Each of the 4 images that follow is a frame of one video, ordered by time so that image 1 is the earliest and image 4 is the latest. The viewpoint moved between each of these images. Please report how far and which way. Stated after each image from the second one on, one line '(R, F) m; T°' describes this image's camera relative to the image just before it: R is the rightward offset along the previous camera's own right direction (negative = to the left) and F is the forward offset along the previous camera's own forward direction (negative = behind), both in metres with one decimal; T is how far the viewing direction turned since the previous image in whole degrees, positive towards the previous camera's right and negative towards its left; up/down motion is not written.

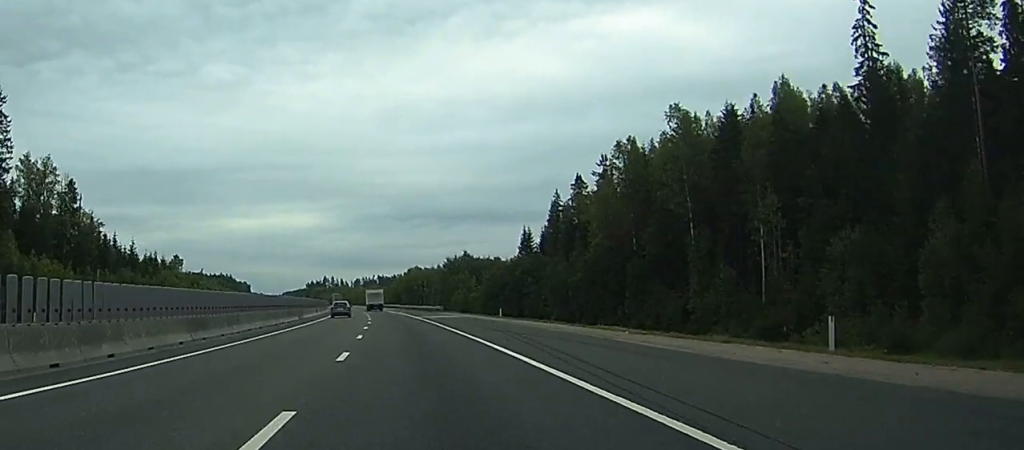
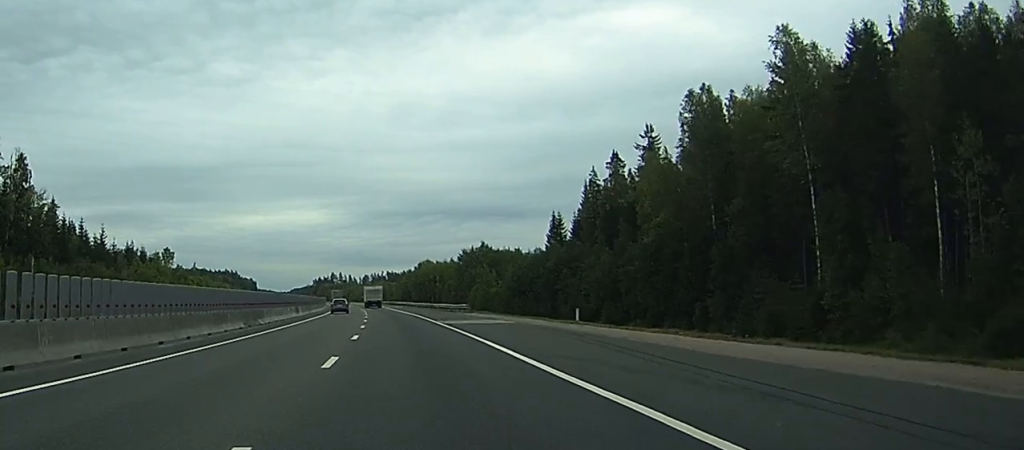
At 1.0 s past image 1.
(-0.3, +26.3) m; -1°
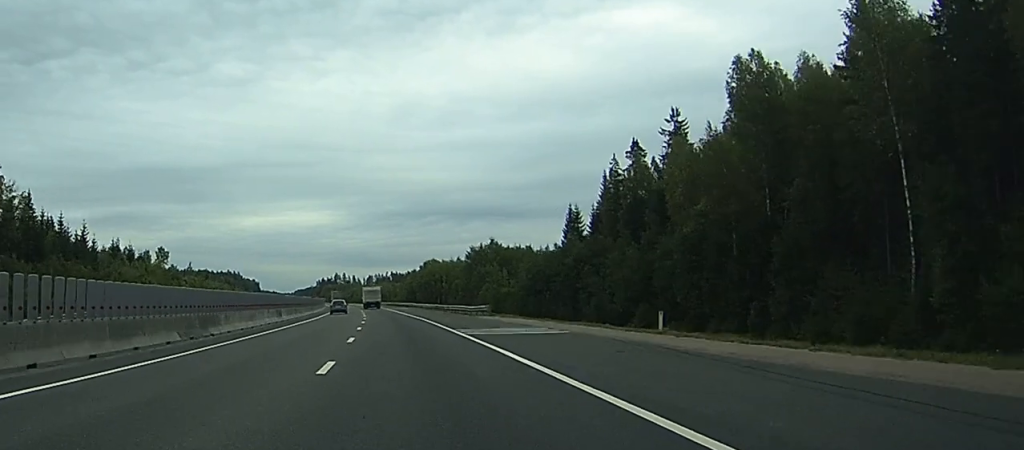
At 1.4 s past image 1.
(-0.1, +12.7) m; -1°
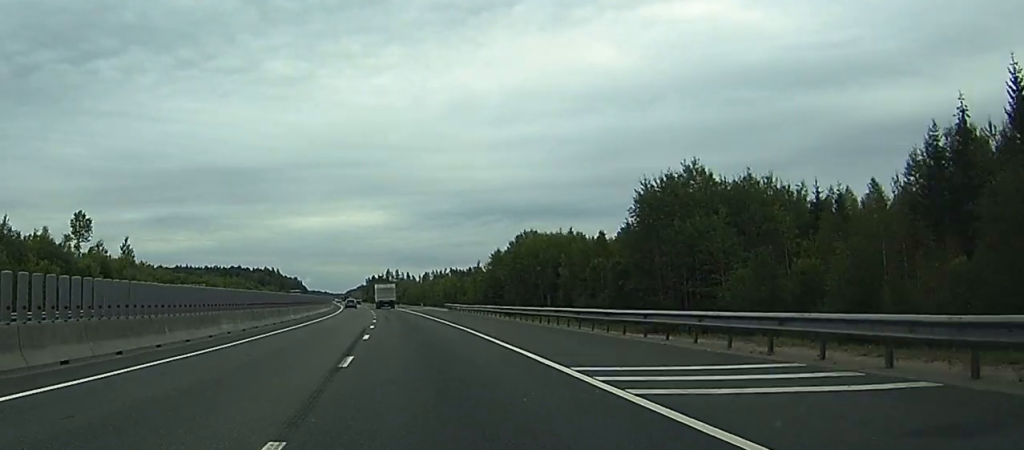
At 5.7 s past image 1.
(-4.0, +117.0) m; -4°
